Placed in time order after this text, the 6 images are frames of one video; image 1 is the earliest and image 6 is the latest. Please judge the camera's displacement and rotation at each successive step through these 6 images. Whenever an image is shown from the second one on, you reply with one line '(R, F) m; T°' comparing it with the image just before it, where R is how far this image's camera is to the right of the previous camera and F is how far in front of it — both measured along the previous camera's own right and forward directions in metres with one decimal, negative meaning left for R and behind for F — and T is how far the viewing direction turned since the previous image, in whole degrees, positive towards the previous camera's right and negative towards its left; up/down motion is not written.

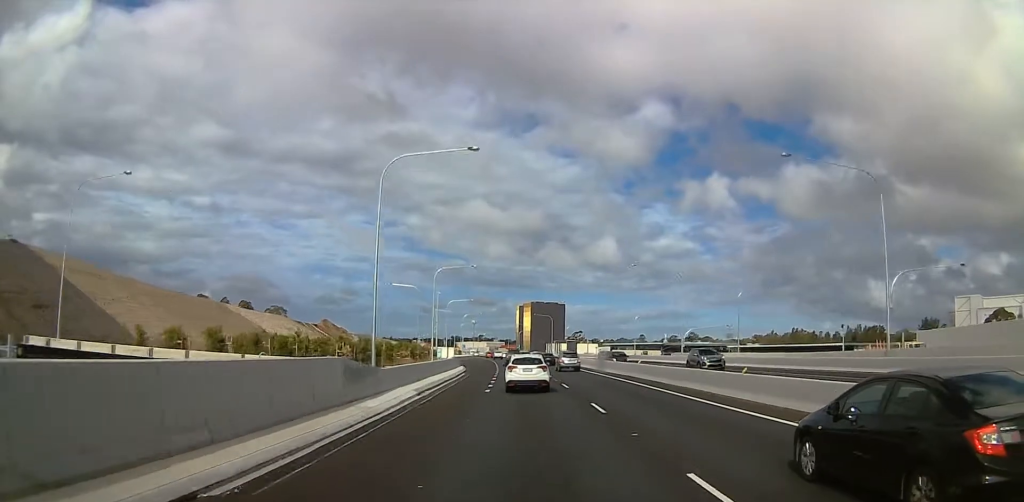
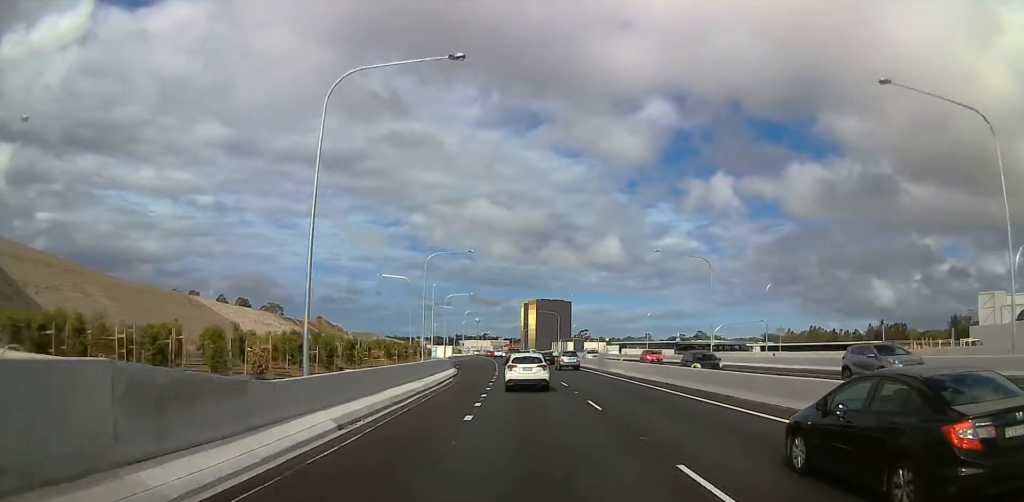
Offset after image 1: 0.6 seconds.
(-0.4, +10.3) m; +1°
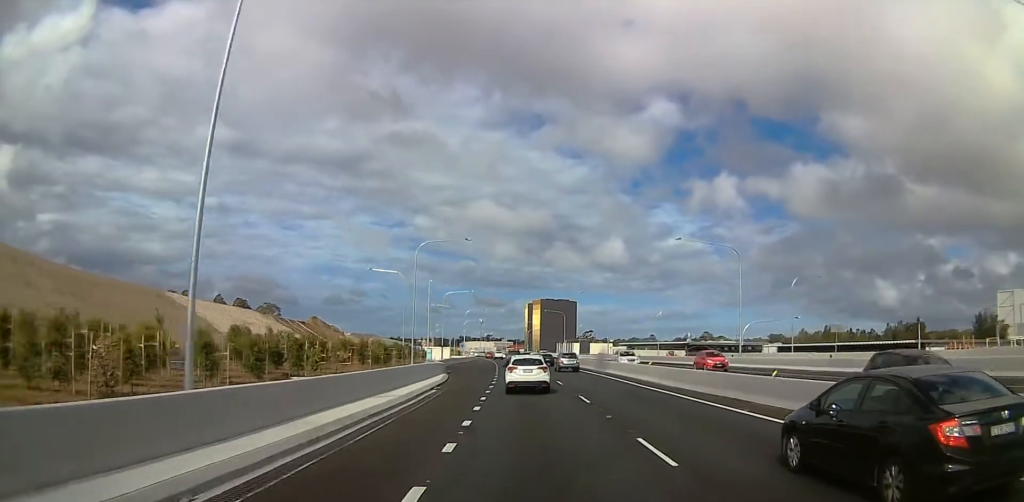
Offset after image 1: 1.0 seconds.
(+0.2, +7.6) m; +1°
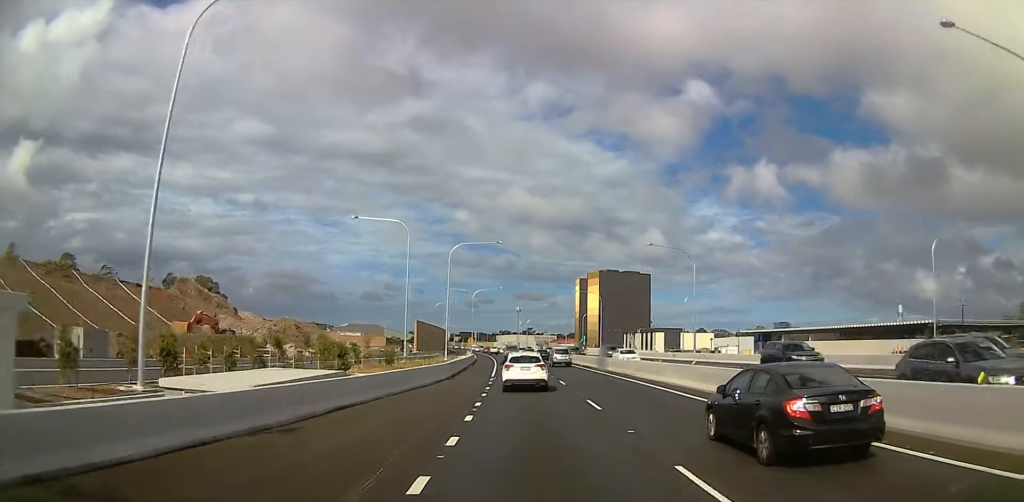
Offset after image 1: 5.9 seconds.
(-4.5, +99.6) m; -4°
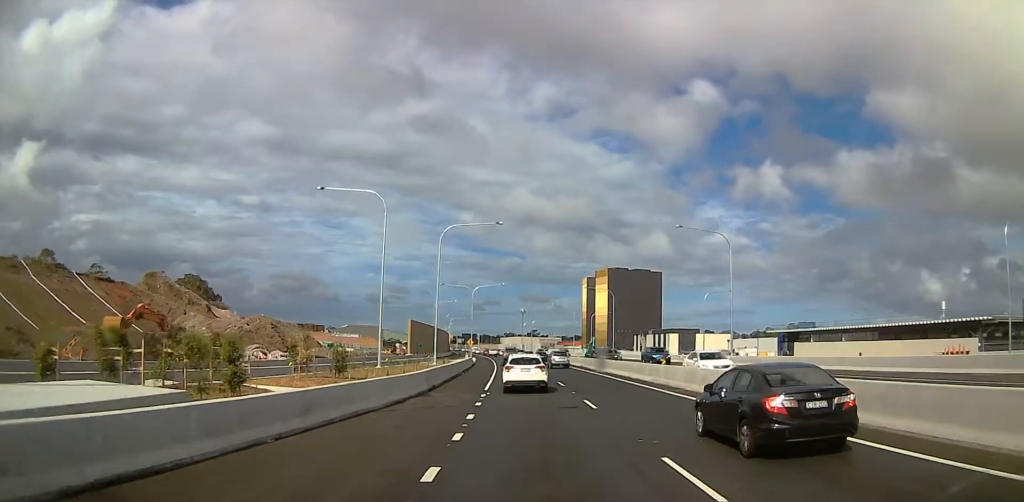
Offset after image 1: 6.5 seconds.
(0.0, +10.7) m; 0°
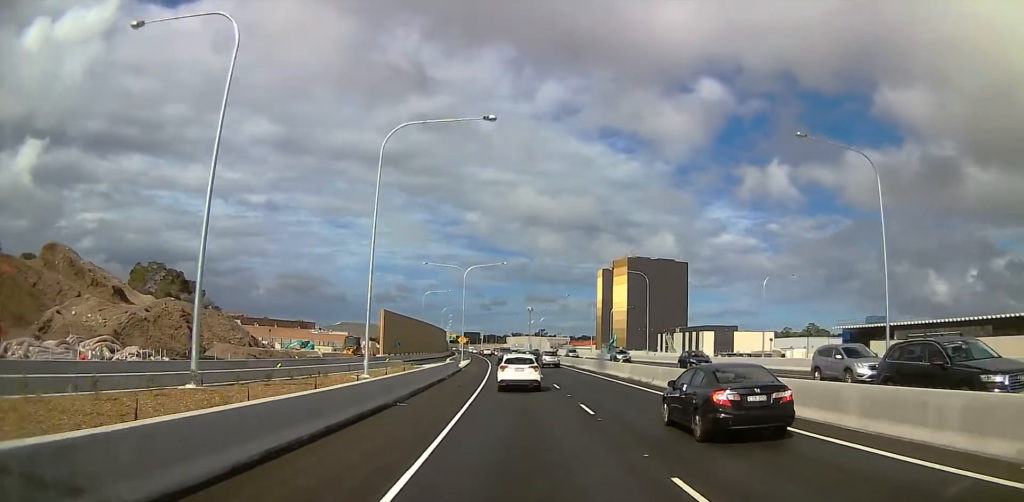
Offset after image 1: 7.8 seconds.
(-0.1, +22.7) m; -2°
